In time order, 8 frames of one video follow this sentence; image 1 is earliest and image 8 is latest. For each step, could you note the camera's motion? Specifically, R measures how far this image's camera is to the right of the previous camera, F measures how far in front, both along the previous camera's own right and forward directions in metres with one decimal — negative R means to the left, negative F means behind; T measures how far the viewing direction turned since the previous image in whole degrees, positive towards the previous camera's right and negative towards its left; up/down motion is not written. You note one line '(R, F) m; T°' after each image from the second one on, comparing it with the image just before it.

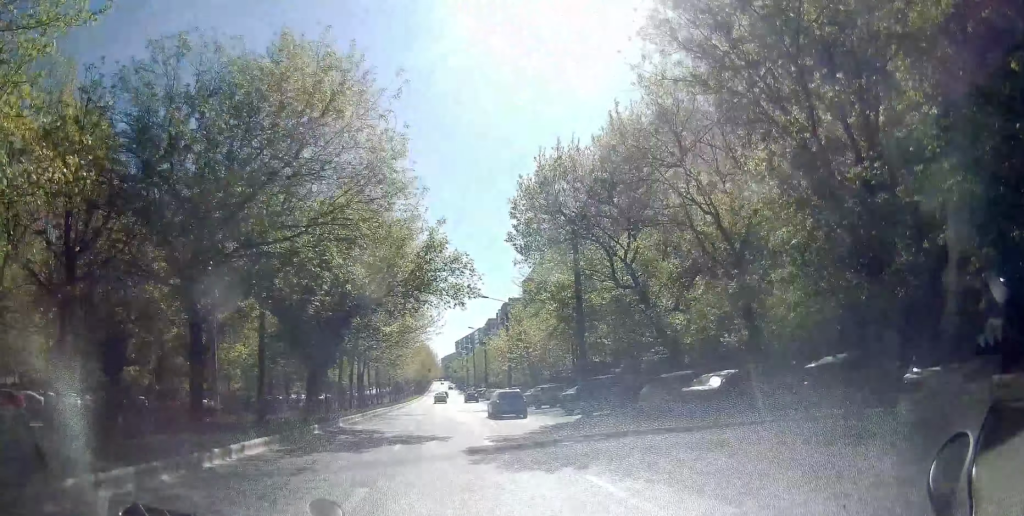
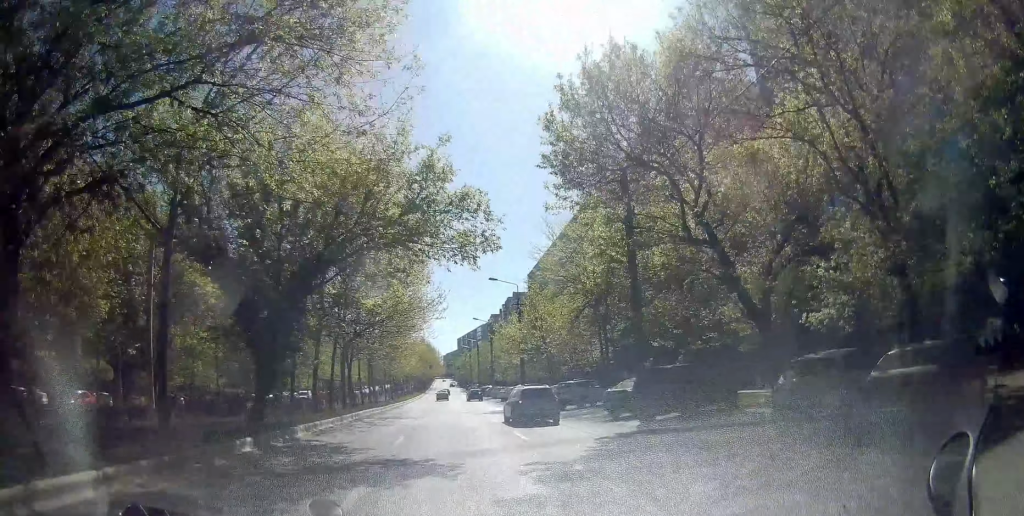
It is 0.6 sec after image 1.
(-0.1, +8.2) m; -1°
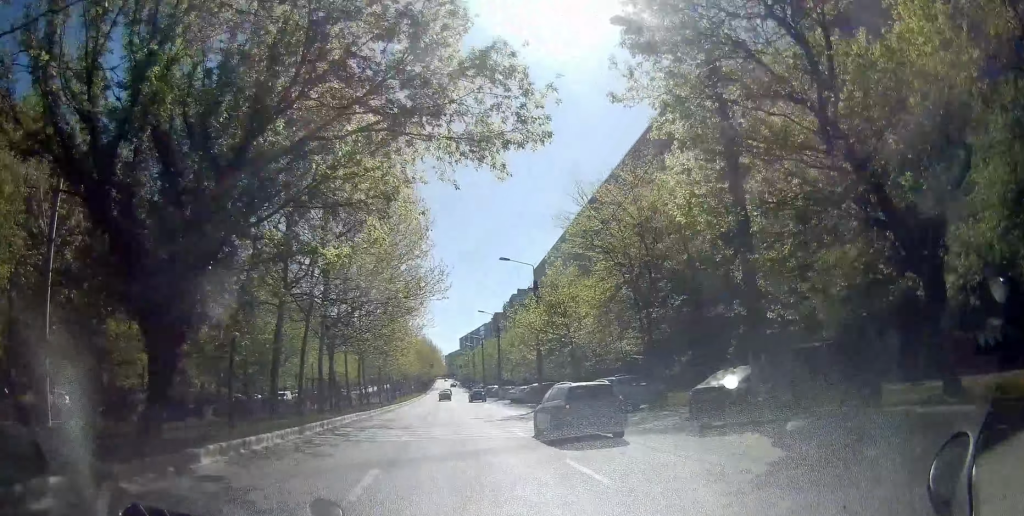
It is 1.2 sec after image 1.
(0.0, +8.1) m; -1°
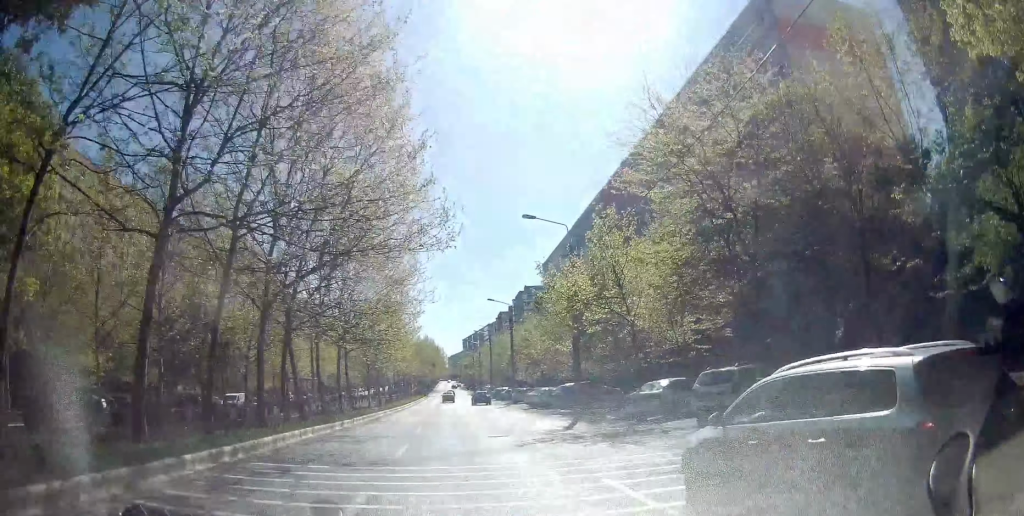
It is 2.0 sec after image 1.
(-0.1, +11.2) m; 0°
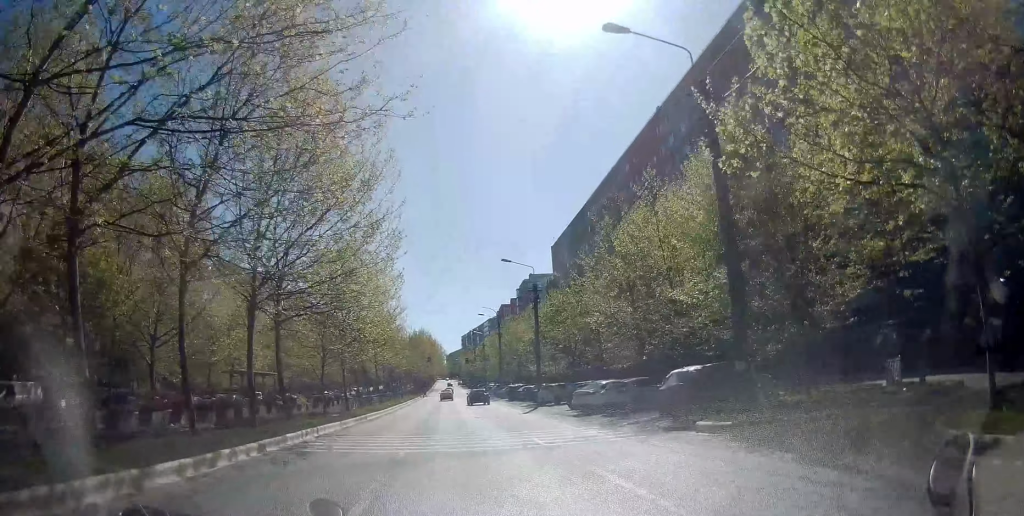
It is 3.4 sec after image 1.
(+0.2, +18.1) m; +2°
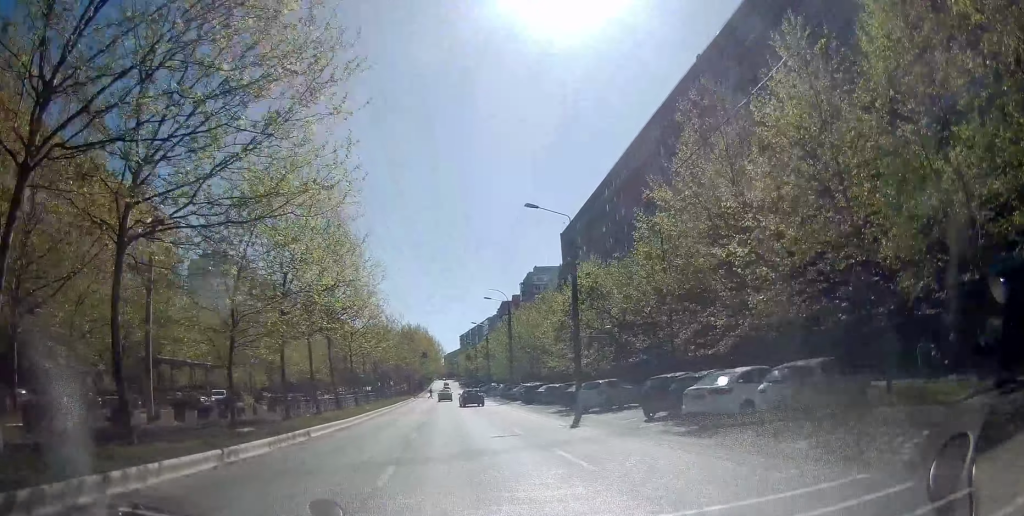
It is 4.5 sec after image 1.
(+0.1, +13.8) m; +1°
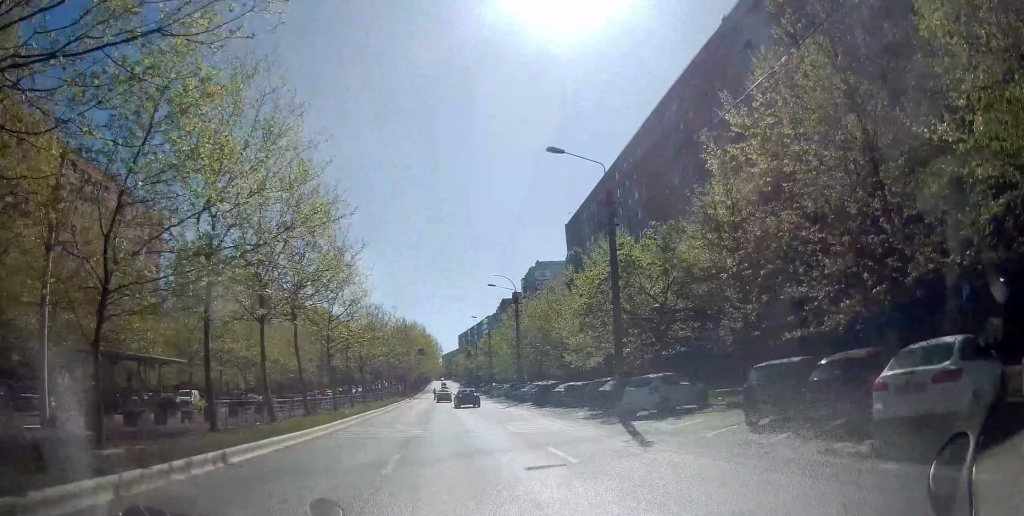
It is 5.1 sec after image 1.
(0.0, +7.7) m; 0°
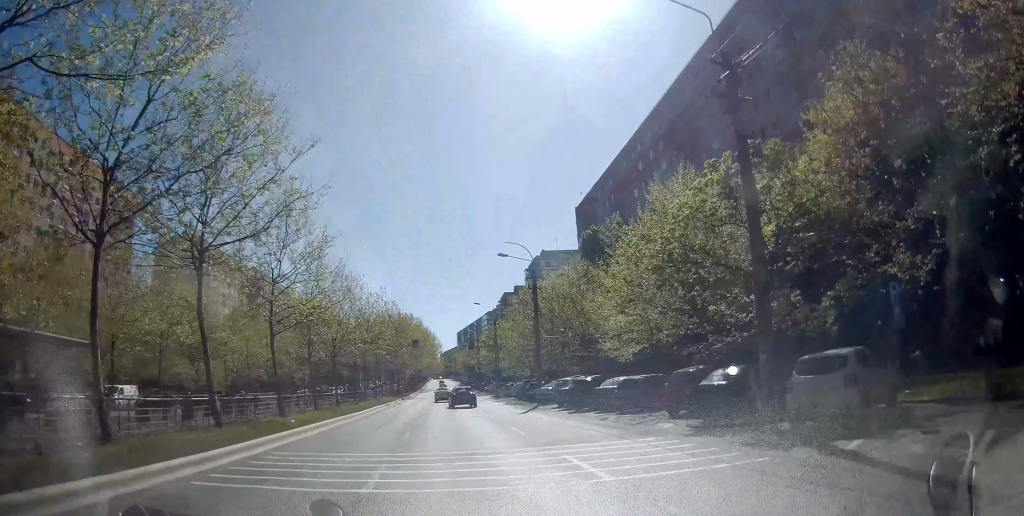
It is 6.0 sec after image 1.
(0.0, +11.4) m; 0°
